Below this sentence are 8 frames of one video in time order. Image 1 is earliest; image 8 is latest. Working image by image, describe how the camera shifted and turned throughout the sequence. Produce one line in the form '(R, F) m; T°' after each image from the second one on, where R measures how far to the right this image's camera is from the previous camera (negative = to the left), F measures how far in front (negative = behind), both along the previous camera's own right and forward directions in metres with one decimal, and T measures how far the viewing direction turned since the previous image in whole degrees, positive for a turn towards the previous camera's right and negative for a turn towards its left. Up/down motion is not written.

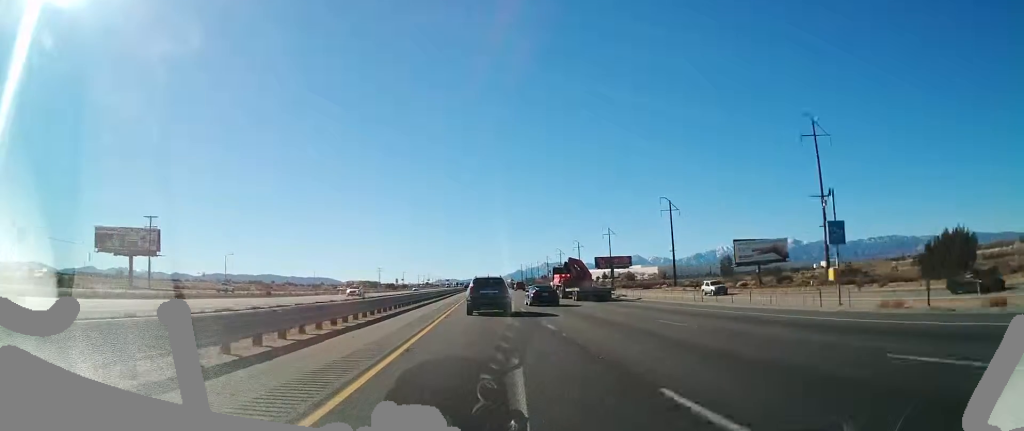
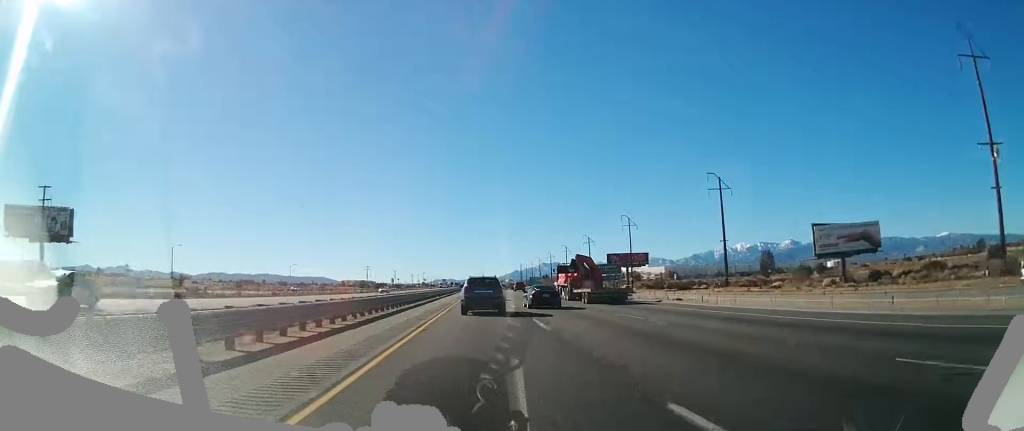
(-0.1, +29.9) m; 0°
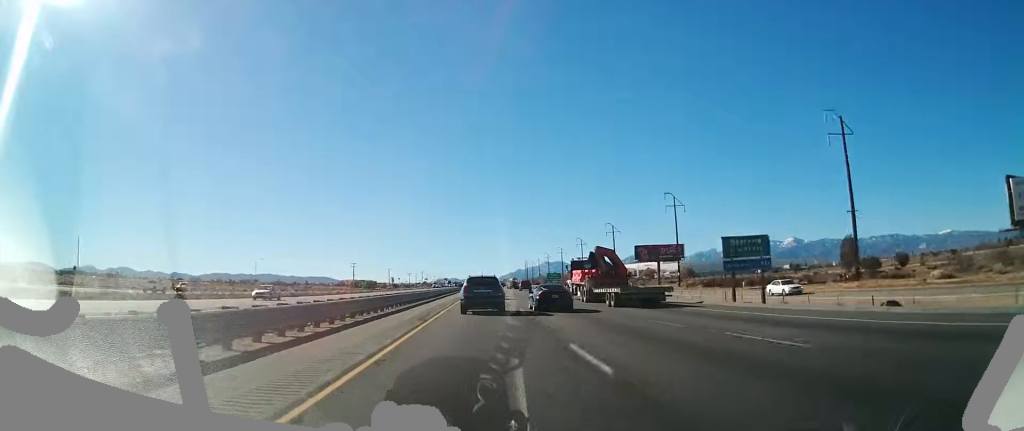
(0.0, +37.9) m; 0°
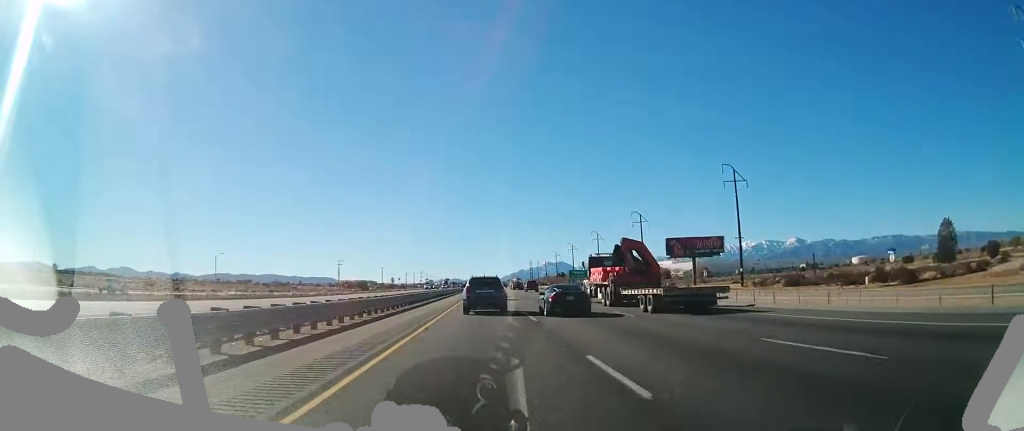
(+0.1, +31.1) m; 0°
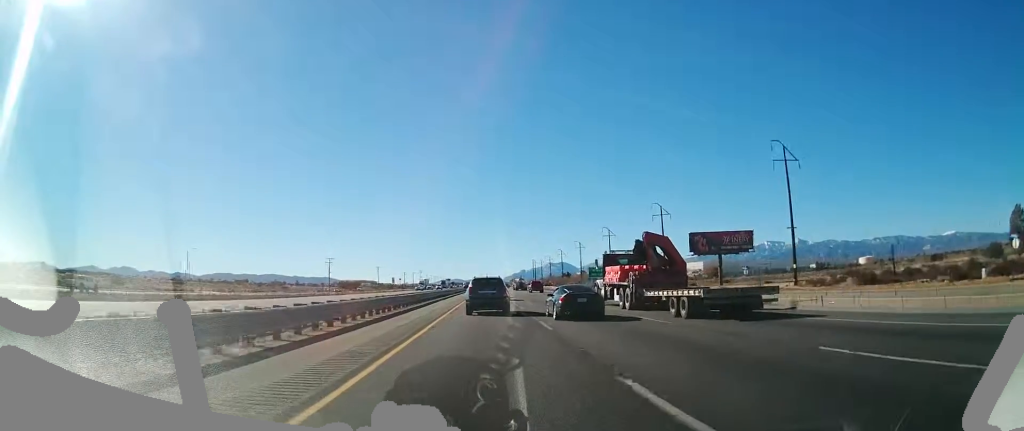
(+0.2, +17.3) m; 0°
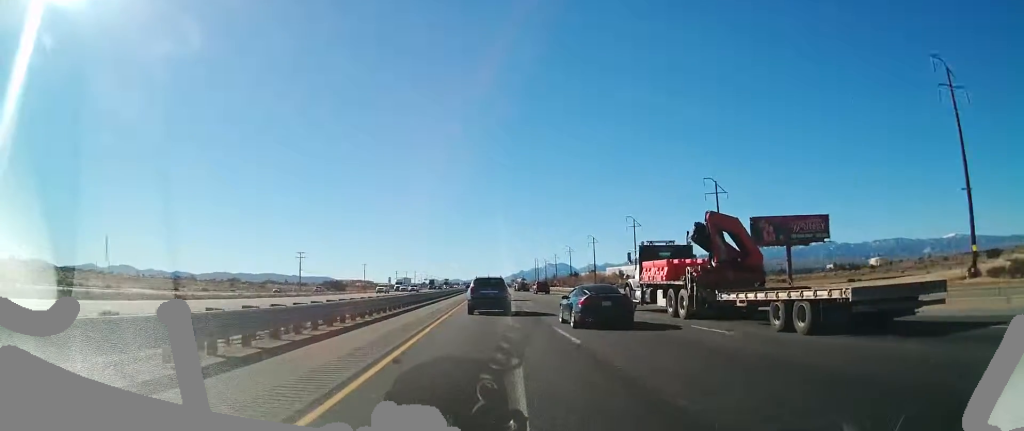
(-0.5, +34.7) m; 0°
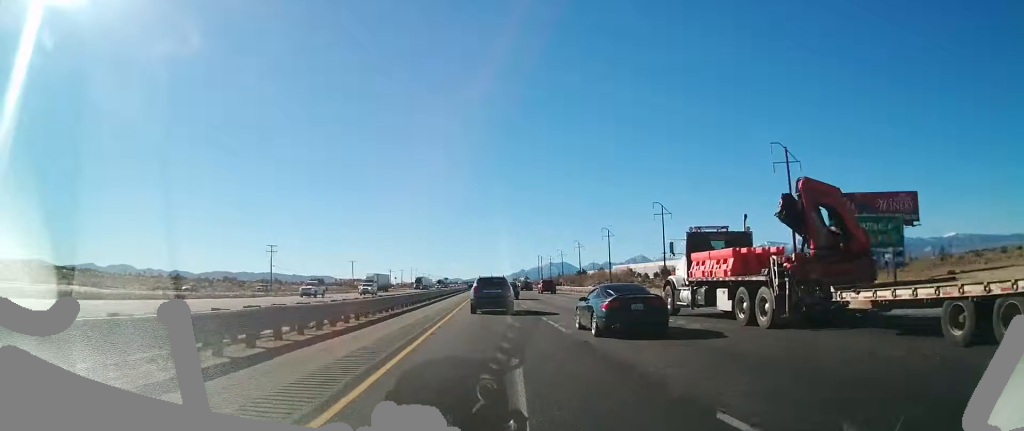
(+0.3, +26.7) m; 0°
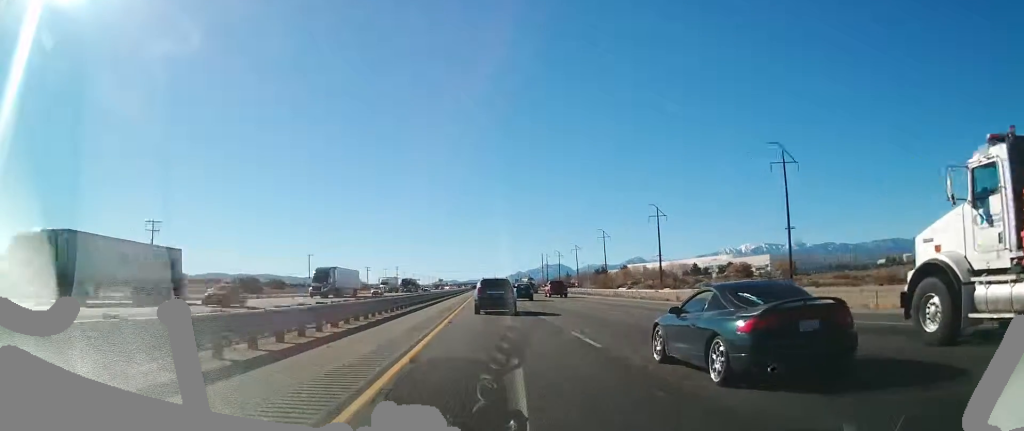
(-0.4, +61.6) m; 0°
